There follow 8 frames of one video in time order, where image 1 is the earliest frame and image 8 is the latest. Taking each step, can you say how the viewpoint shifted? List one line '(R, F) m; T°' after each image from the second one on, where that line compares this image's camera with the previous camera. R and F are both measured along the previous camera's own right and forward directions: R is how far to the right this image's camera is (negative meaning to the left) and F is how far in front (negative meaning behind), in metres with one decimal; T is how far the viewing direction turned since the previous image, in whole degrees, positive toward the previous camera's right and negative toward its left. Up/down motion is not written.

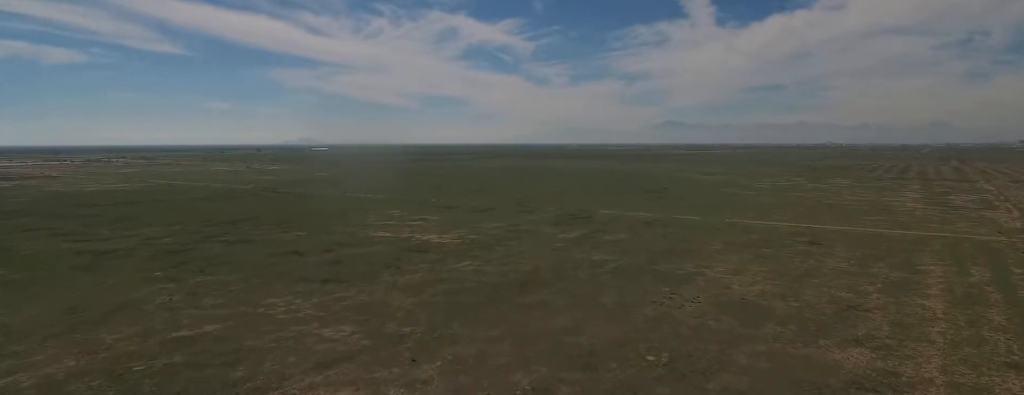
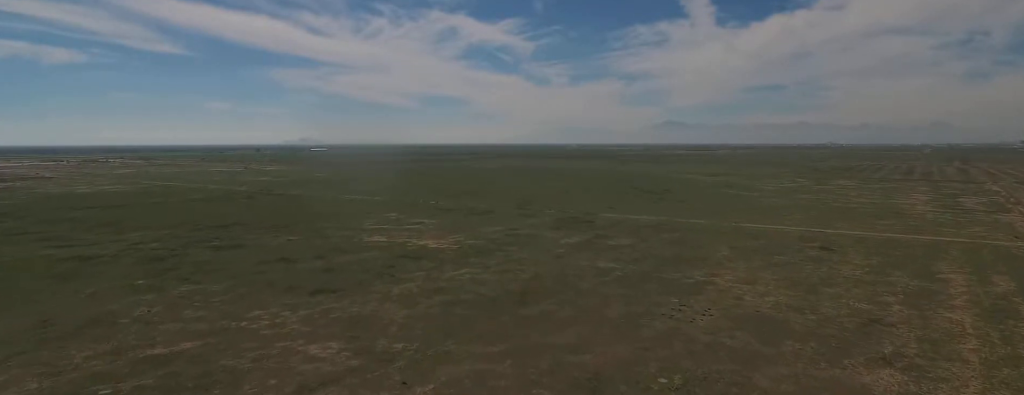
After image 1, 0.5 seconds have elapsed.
(0.0, +7.4) m; 0°
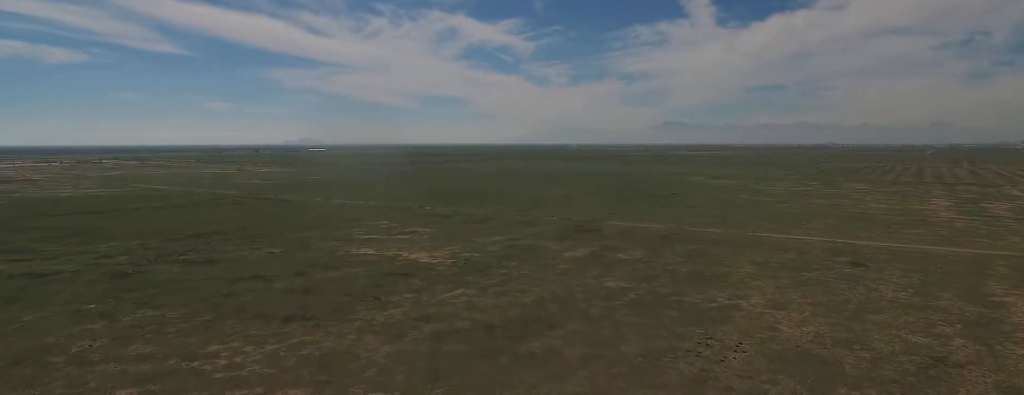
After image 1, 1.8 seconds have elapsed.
(0.0, +17.1) m; 0°
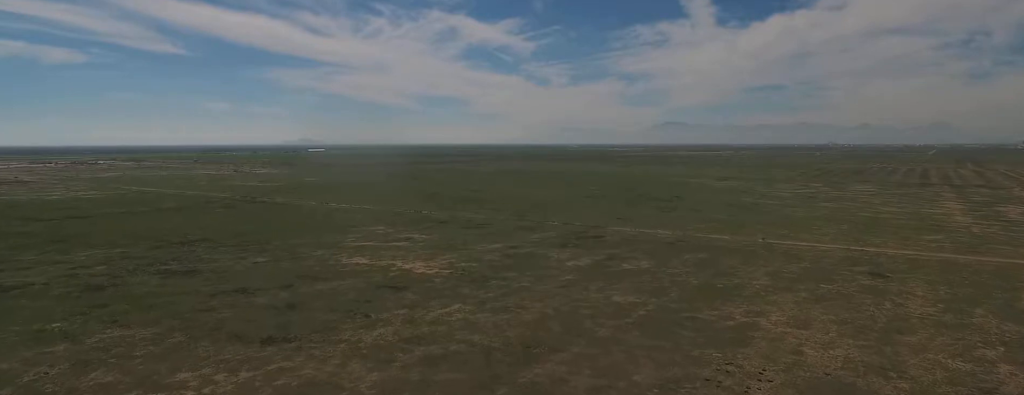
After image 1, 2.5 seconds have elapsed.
(0.0, +10.3) m; 0°
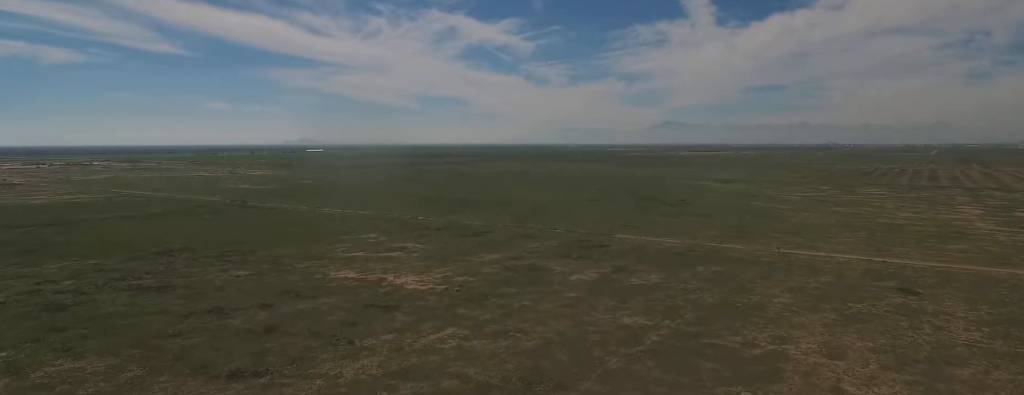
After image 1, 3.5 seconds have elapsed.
(0.0, +13.7) m; 0°
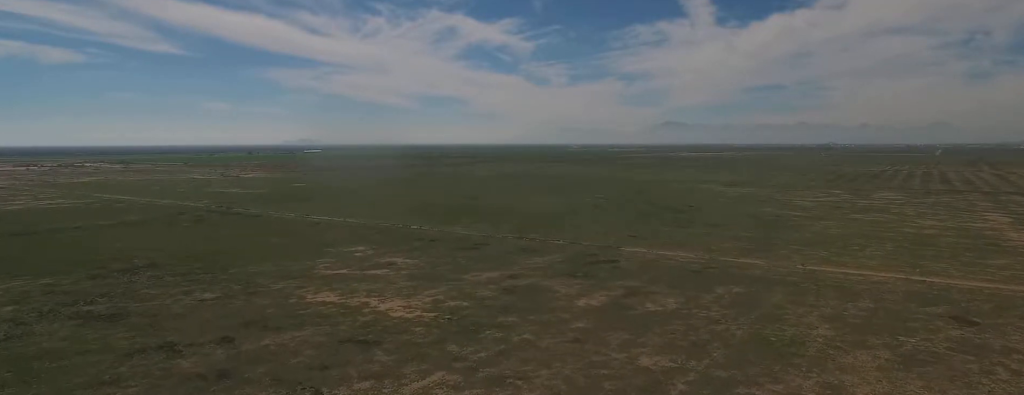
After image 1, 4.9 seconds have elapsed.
(+0.1, +20.1) m; 0°
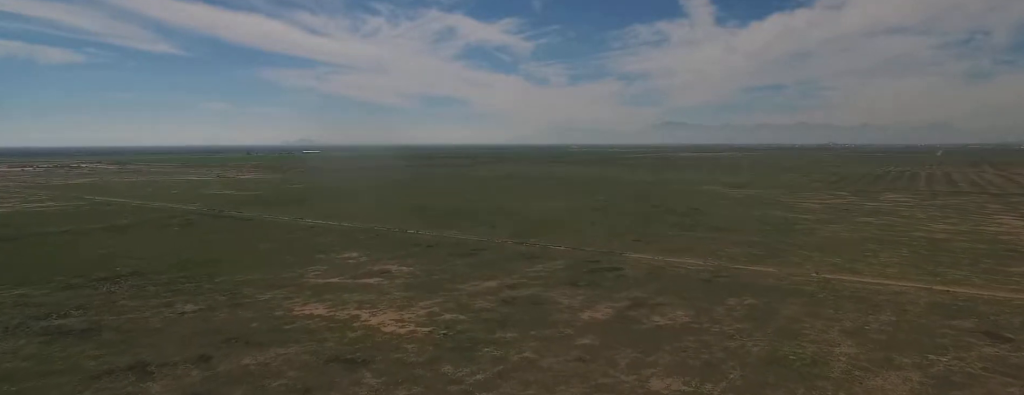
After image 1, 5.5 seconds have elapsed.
(0.0, +9.6) m; 0°
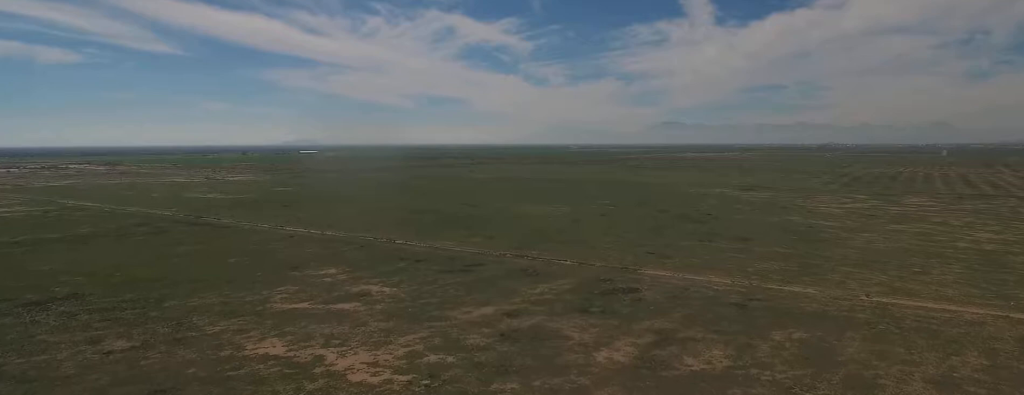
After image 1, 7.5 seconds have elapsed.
(0.0, +27.9) m; +1°
